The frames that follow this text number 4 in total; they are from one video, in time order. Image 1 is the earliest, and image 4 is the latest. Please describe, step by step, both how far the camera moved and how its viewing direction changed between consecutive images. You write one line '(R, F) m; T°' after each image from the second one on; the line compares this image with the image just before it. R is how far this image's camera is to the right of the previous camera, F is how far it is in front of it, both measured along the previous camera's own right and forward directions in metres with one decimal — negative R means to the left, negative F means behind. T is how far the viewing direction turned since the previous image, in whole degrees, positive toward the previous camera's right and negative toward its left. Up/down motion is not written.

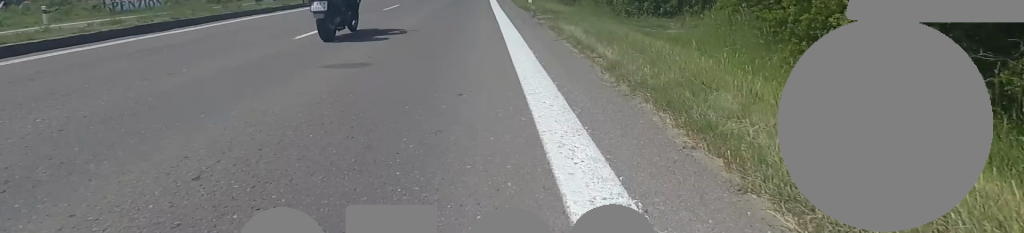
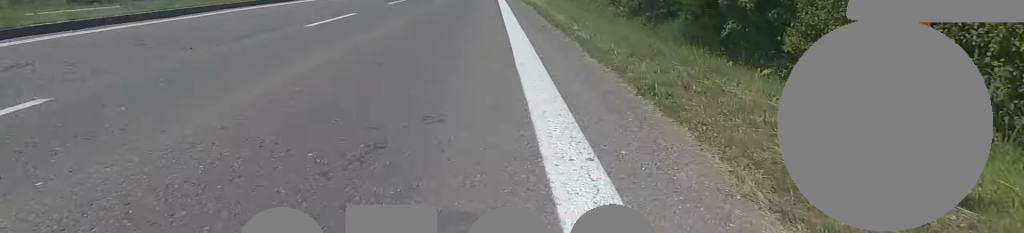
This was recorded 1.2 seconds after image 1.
(+0.1, +16.7) m; 0°
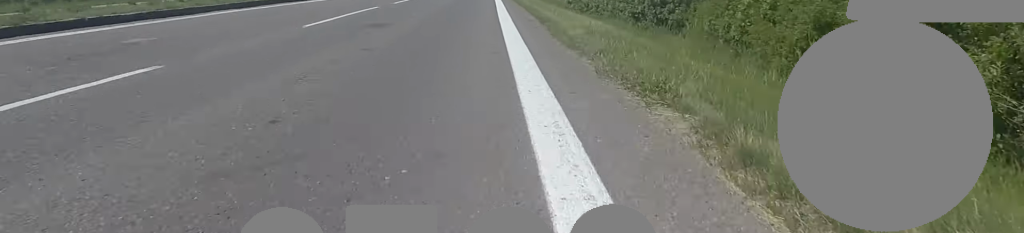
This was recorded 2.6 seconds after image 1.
(-0.2, +17.6) m; -1°
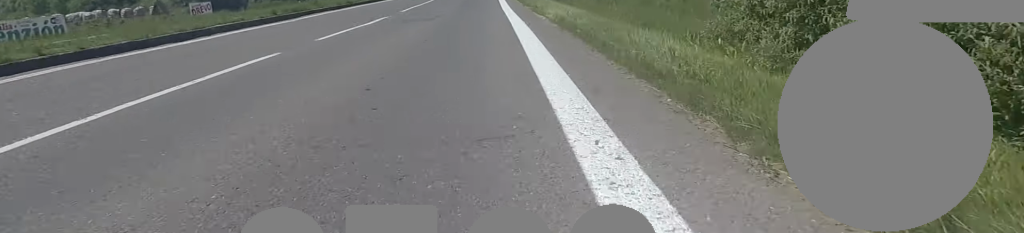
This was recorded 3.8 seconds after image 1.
(+0.1, +16.4) m; +1°
